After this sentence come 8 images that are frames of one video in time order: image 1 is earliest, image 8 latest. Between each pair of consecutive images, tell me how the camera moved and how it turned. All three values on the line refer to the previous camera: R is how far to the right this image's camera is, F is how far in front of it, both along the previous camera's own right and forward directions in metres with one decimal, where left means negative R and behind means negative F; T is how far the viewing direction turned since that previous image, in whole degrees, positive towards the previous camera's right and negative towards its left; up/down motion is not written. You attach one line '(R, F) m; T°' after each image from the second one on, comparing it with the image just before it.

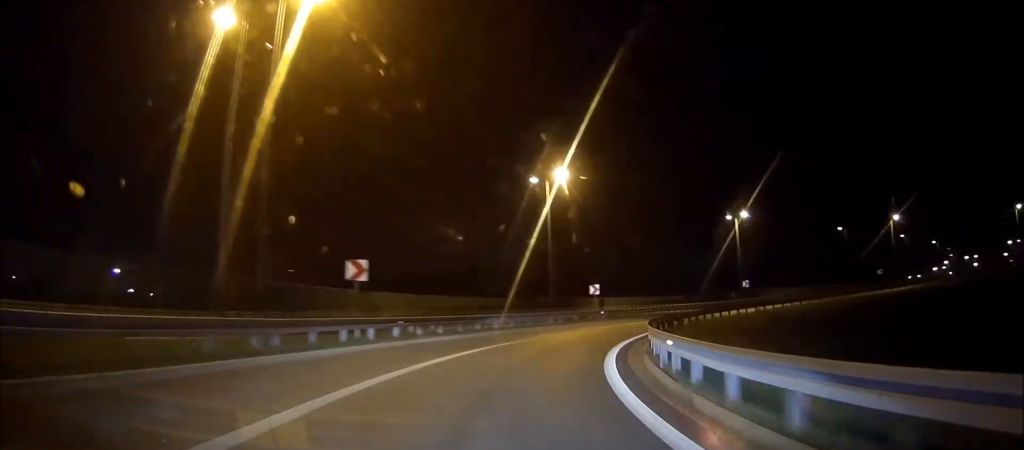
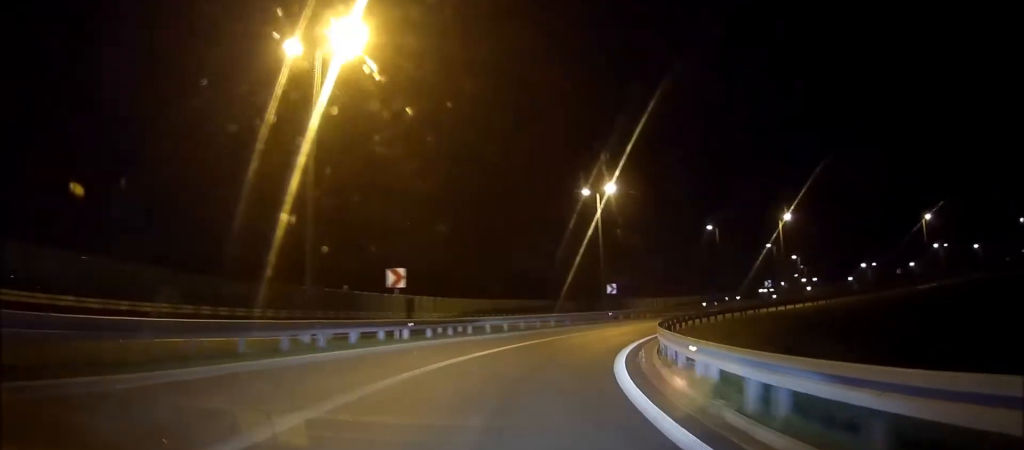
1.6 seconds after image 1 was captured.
(+4.1, +21.8) m; +20°
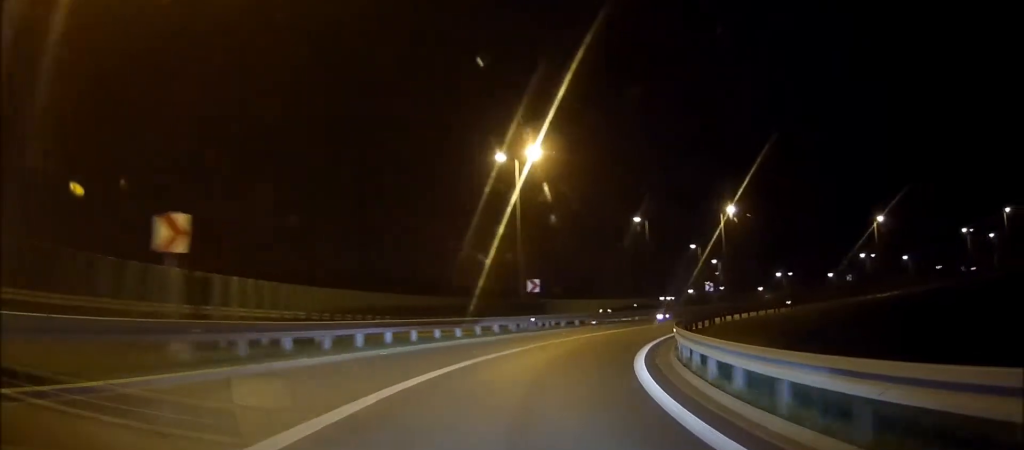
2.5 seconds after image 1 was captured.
(+1.1, +11.6) m; +11°
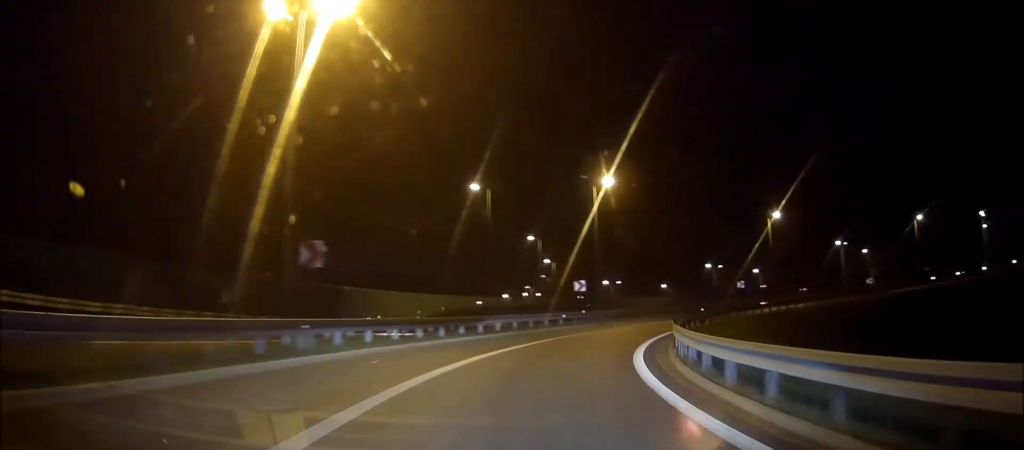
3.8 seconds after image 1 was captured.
(+2.4, +17.6) m; +18°
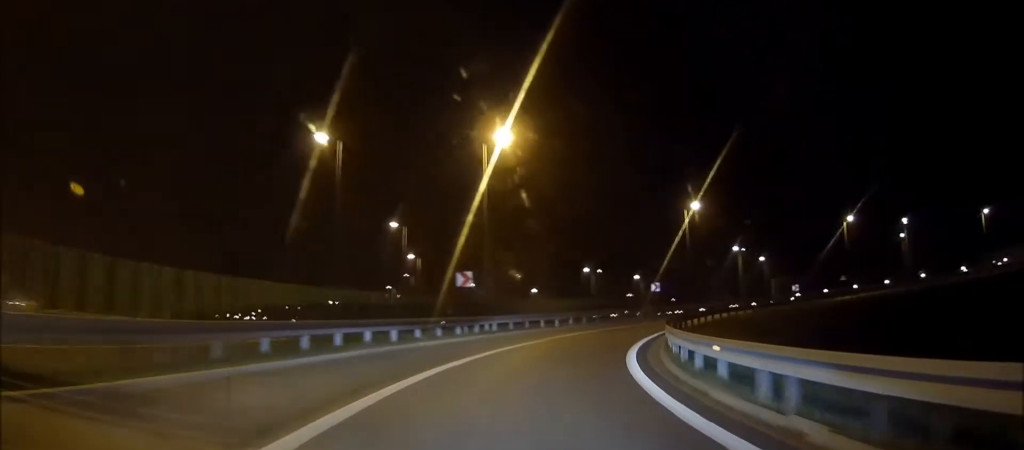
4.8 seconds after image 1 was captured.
(+1.6, +12.1) m; +8°
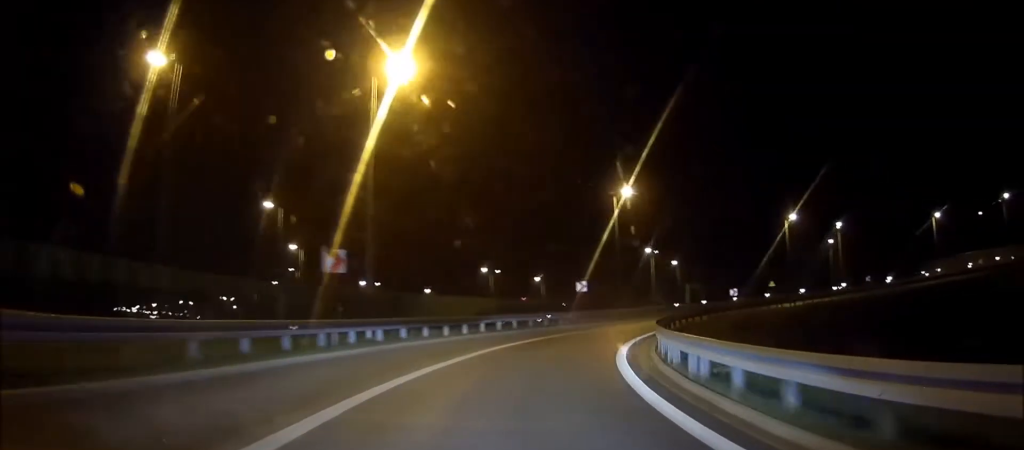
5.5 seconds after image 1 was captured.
(+0.3, +9.5) m; +6°
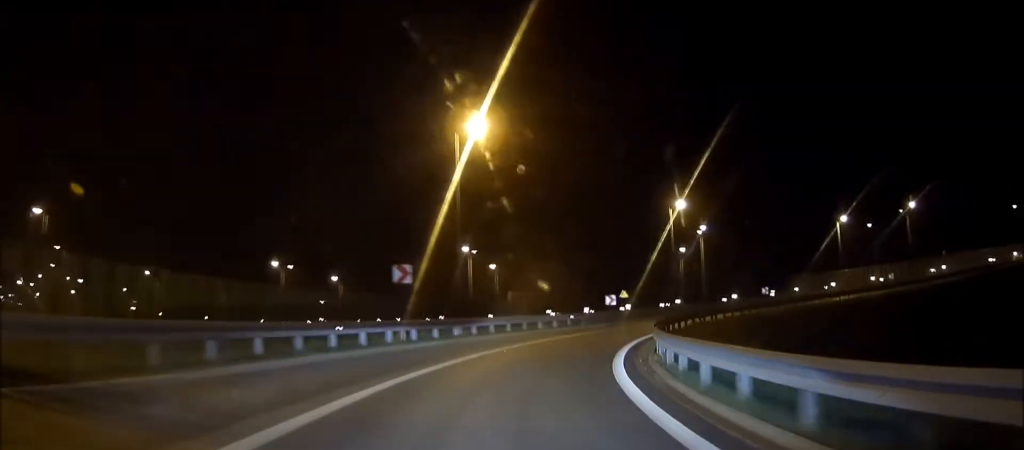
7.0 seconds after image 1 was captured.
(+2.5, +19.0) m; +19°
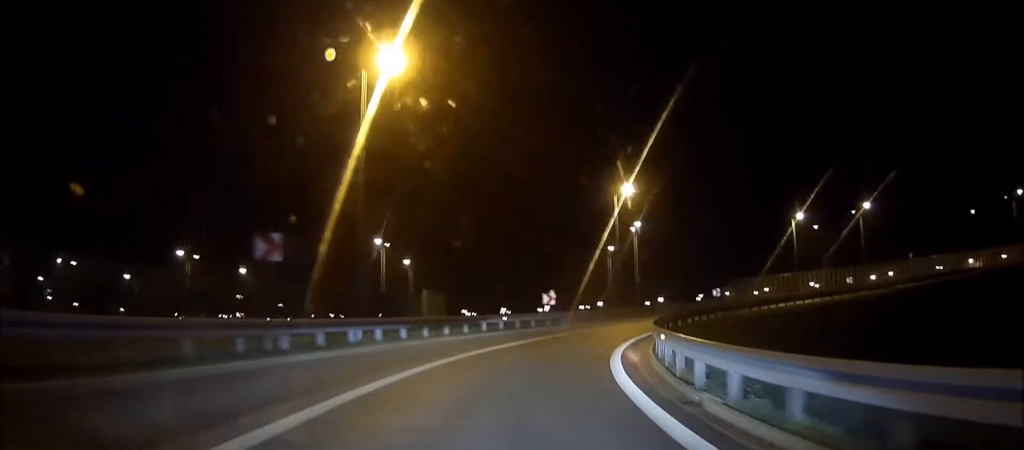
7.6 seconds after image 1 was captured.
(+0.8, +8.1) m; +7°
